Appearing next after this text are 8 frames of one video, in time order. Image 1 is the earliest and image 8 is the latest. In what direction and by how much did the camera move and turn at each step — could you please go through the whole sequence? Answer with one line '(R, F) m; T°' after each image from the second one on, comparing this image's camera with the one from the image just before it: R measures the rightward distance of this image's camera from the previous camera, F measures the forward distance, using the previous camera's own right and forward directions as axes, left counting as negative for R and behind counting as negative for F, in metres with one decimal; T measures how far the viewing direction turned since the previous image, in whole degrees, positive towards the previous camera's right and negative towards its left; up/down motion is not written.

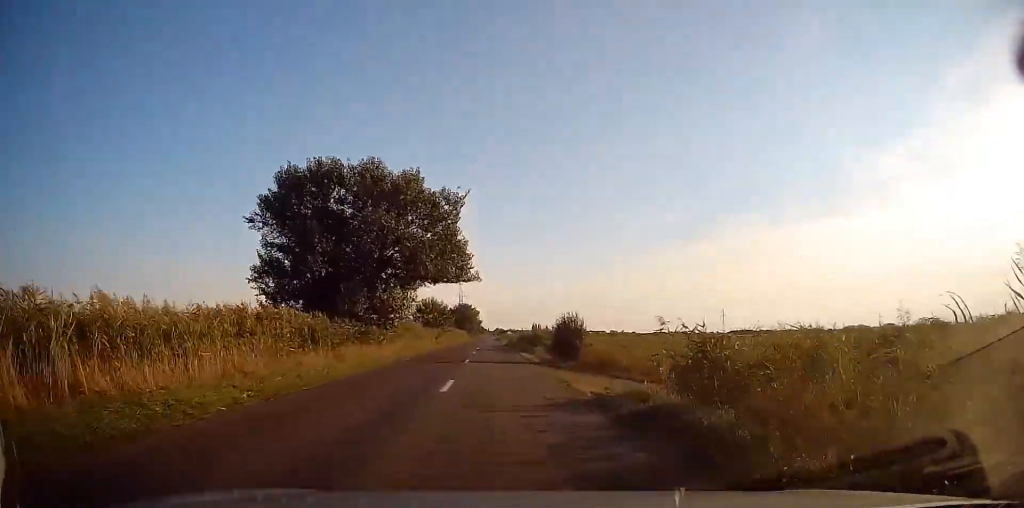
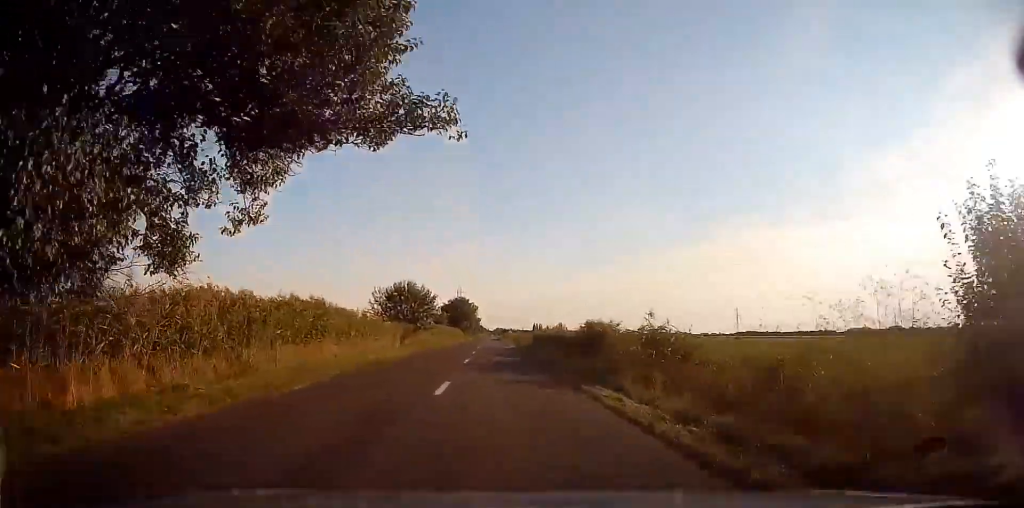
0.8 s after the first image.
(+0.1, +24.4) m; 0°
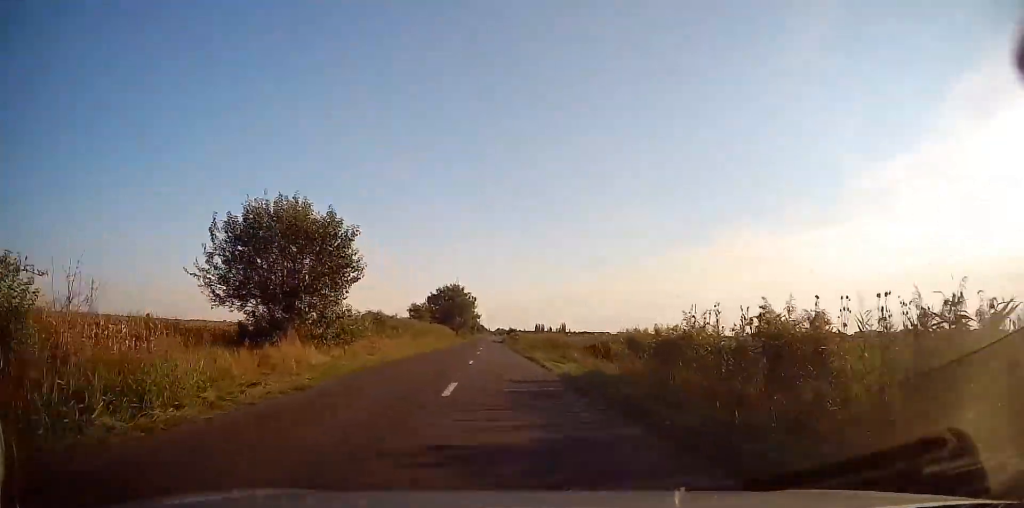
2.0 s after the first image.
(-0.2, +35.2) m; 0°
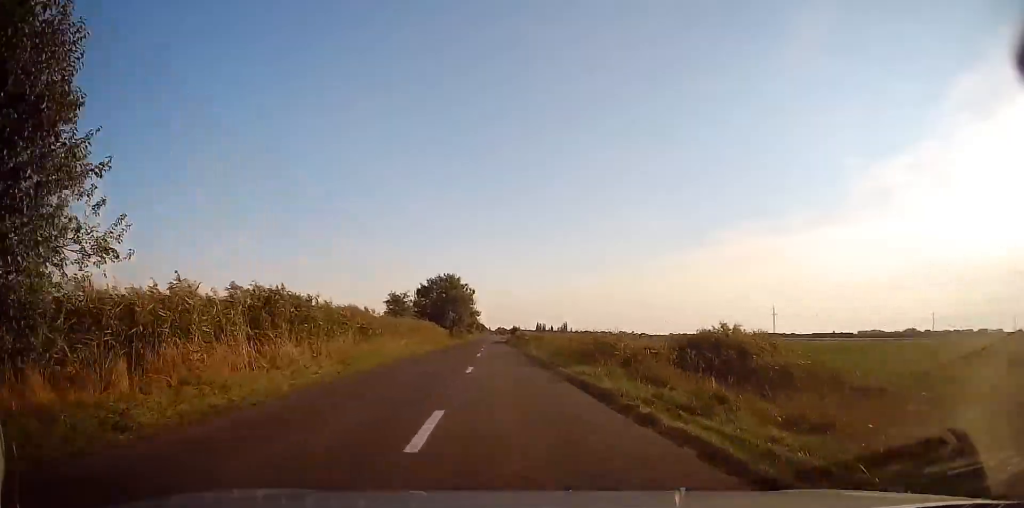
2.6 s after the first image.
(0.0, +16.9) m; 0°
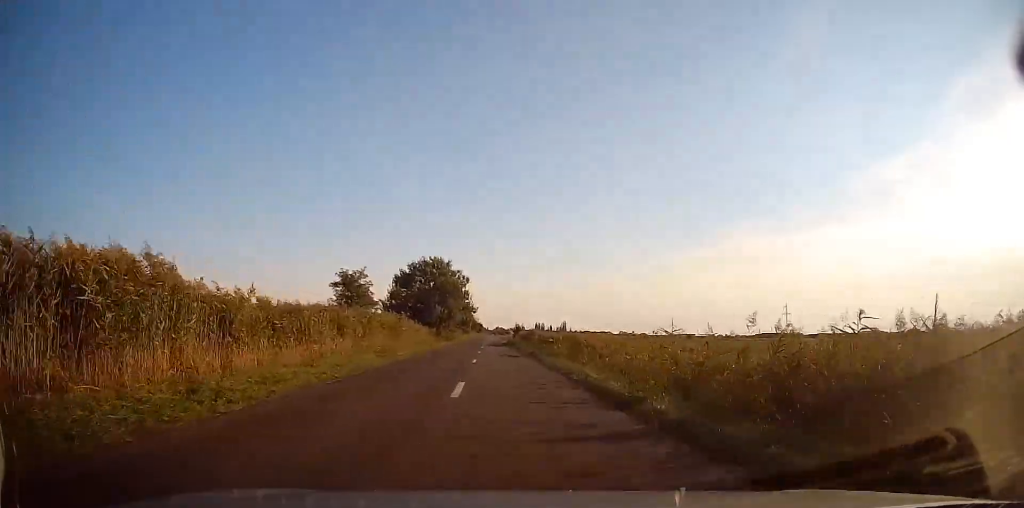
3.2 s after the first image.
(0.0, +18.9) m; 0°
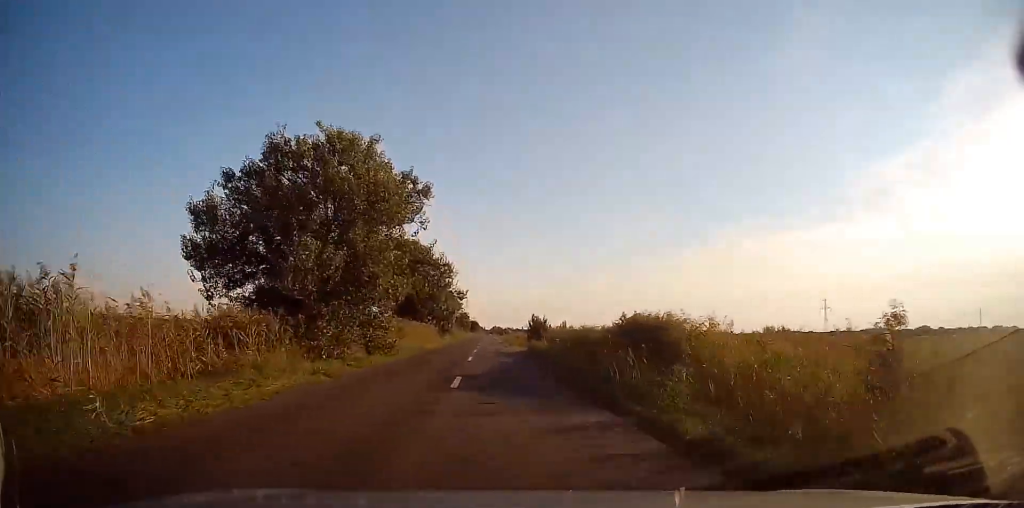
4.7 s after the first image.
(+0.6, +45.4) m; +1°
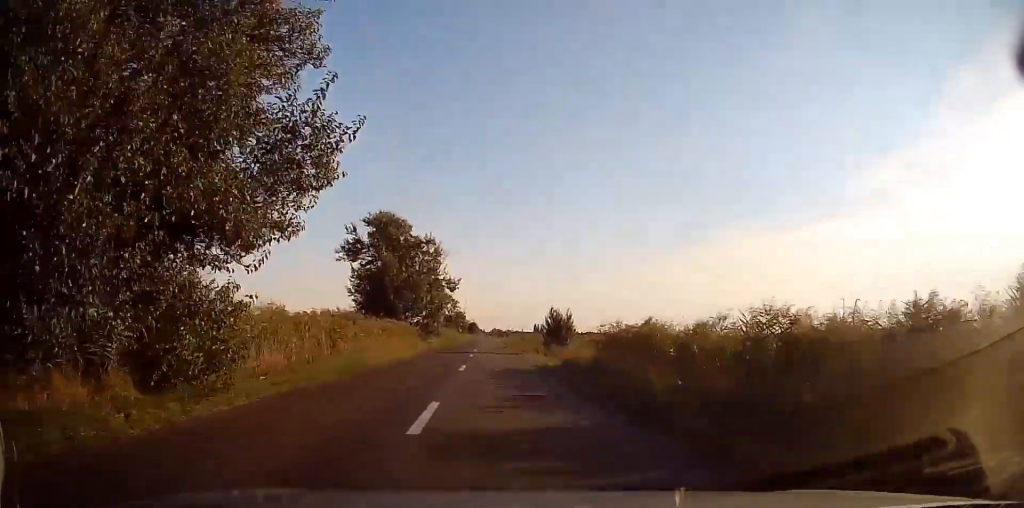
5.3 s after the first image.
(-0.2, +18.1) m; 0°
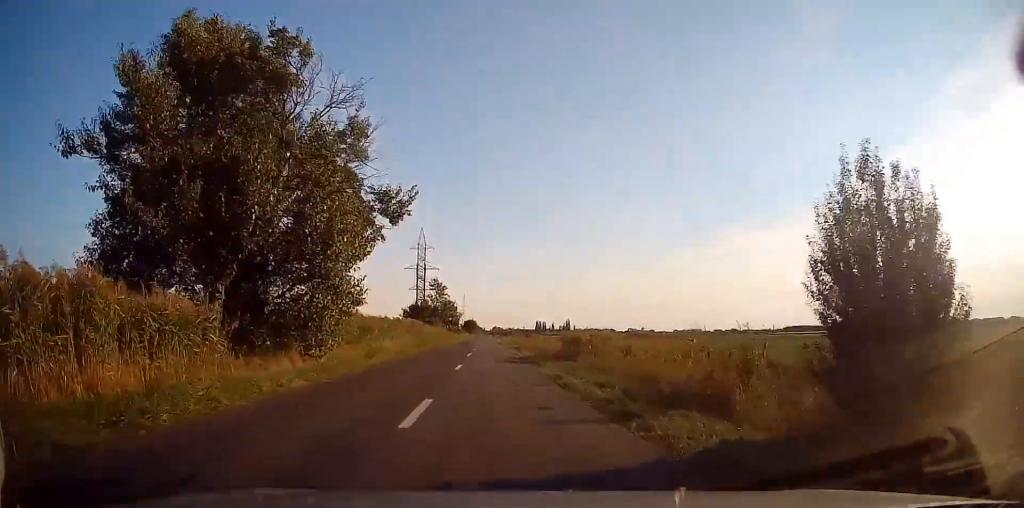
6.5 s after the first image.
(0.0, +35.6) m; 0°
